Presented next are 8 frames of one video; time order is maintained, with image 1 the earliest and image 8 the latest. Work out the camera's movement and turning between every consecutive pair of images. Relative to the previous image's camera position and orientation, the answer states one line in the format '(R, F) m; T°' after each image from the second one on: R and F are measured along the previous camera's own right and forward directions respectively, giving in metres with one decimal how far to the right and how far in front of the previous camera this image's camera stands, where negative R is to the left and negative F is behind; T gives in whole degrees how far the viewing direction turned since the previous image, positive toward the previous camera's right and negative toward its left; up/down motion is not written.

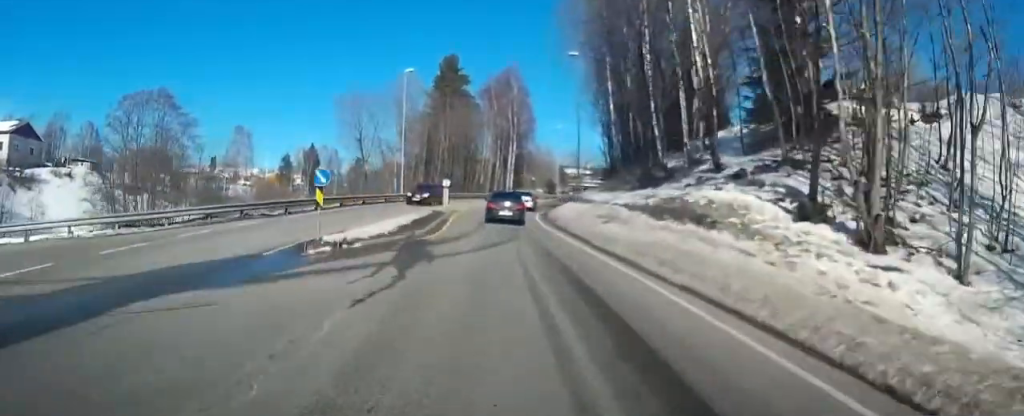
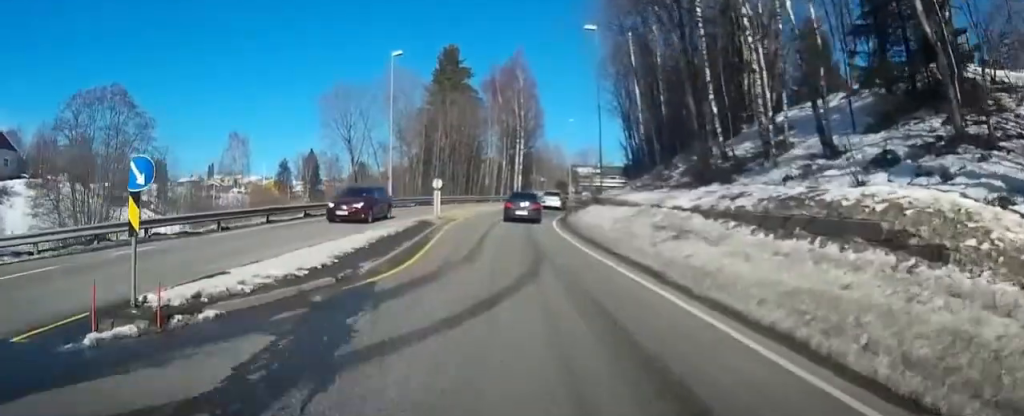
(-0.1, +8.0) m; 0°
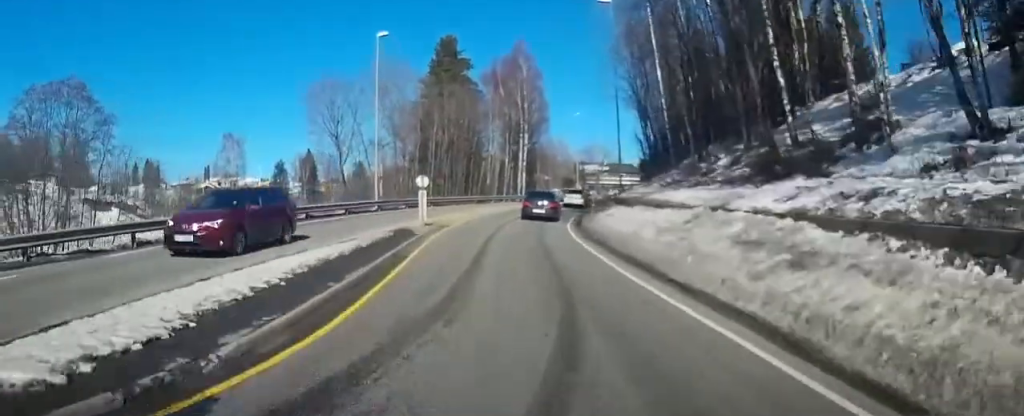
(0.0, +5.8) m; +1°
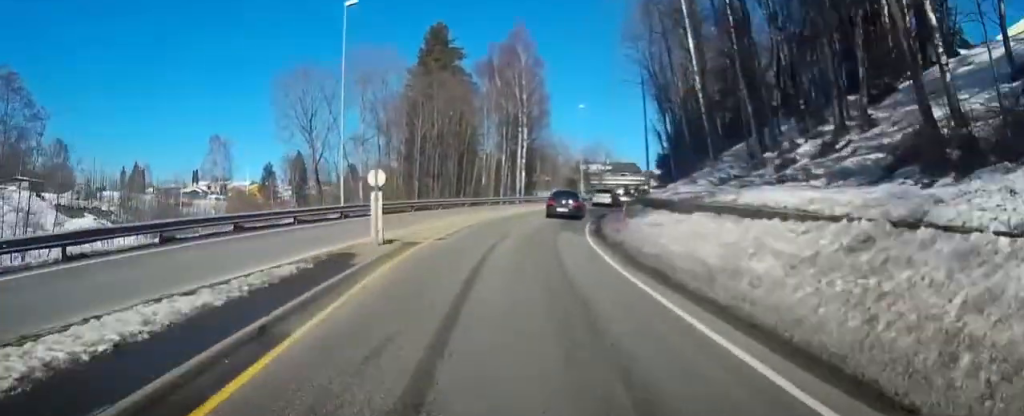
(+0.1, +7.5) m; +2°
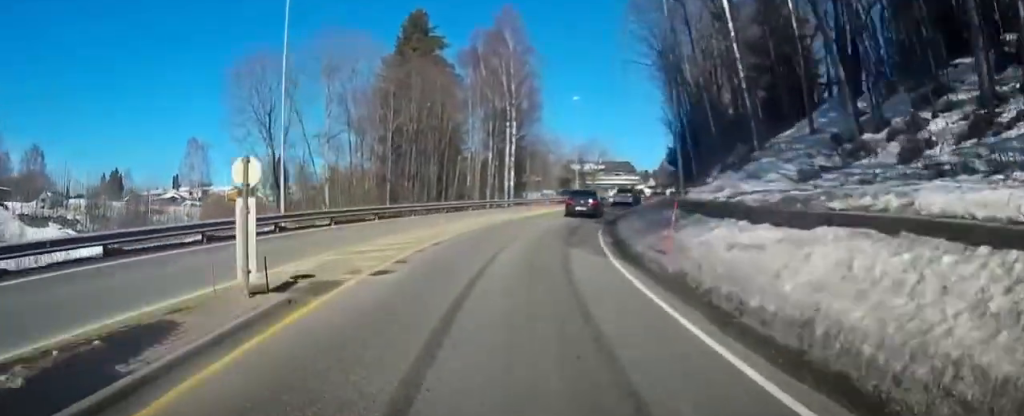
(0.0, +6.8) m; +2°
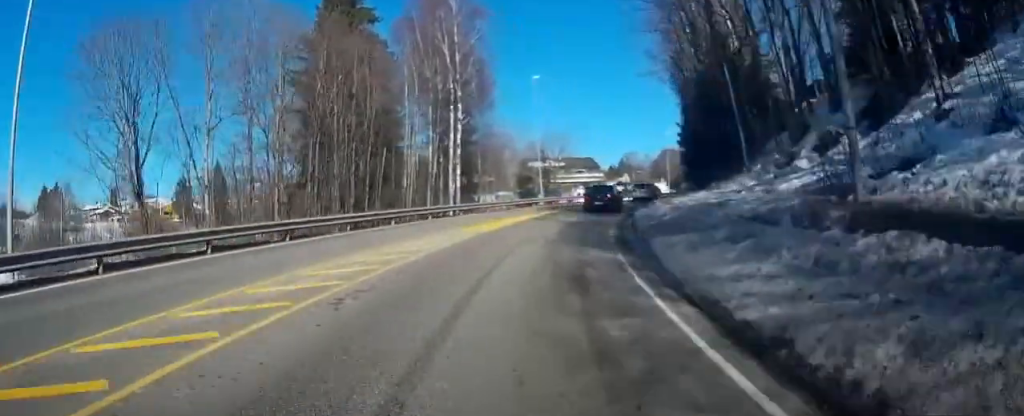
(+0.5, +12.8) m; +4°
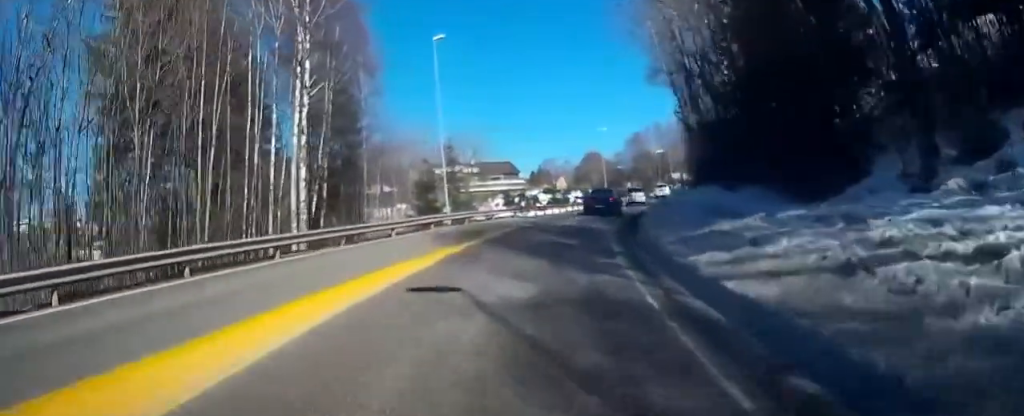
(+1.1, +17.0) m; +7°
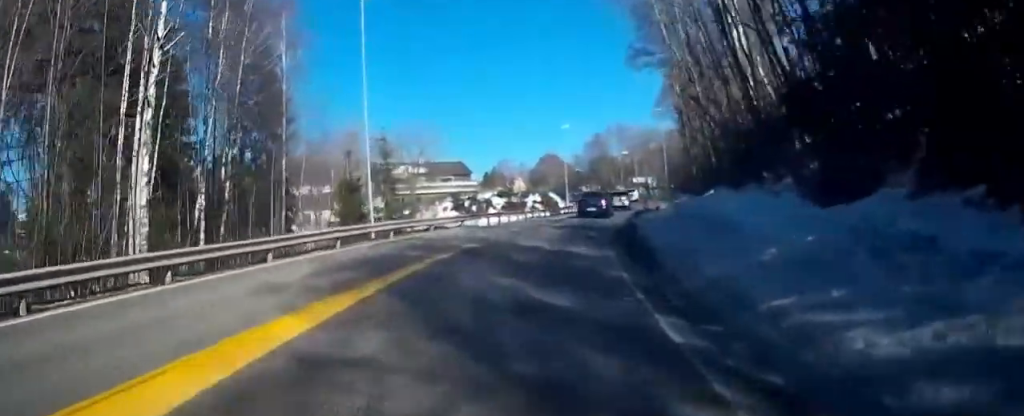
(+0.3, +8.5) m; +3°
